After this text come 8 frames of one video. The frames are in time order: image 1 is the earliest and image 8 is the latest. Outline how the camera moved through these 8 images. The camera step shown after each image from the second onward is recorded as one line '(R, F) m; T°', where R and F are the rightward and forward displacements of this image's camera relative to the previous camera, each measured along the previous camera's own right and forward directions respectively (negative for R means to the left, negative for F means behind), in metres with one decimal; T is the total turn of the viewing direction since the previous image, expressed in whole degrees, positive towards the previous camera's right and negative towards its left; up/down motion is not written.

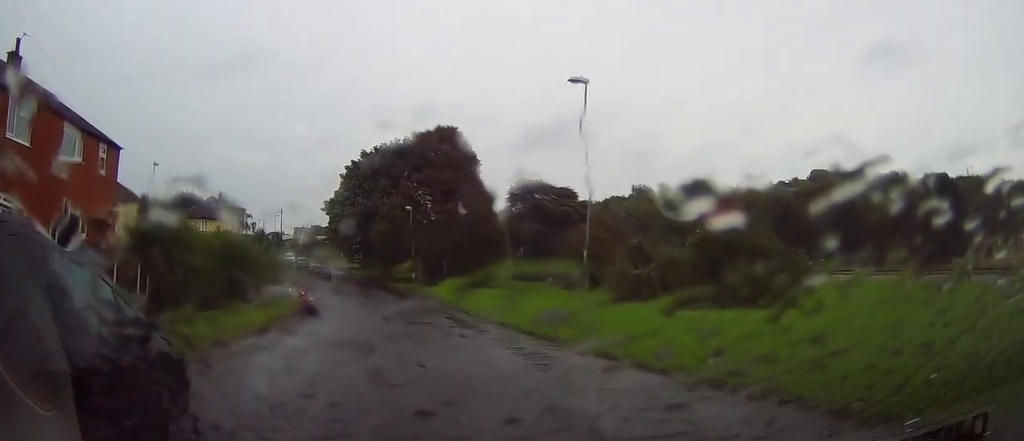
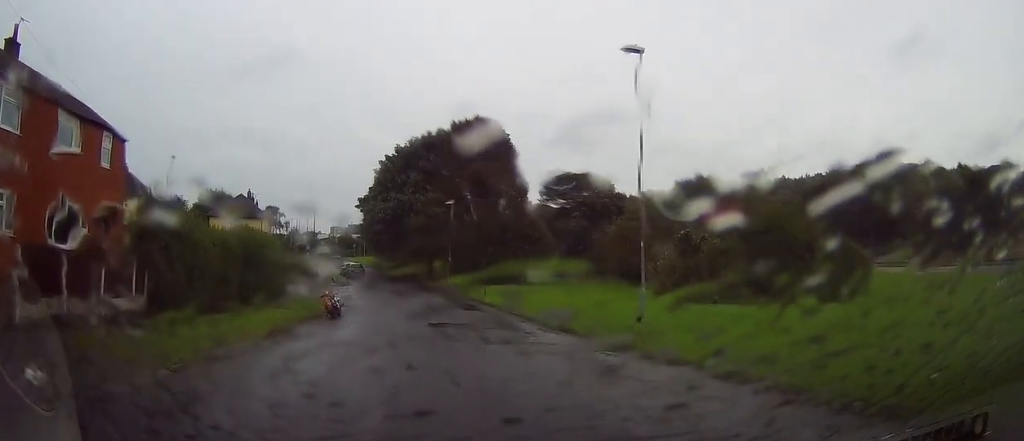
(0.0, +2.0) m; 0°
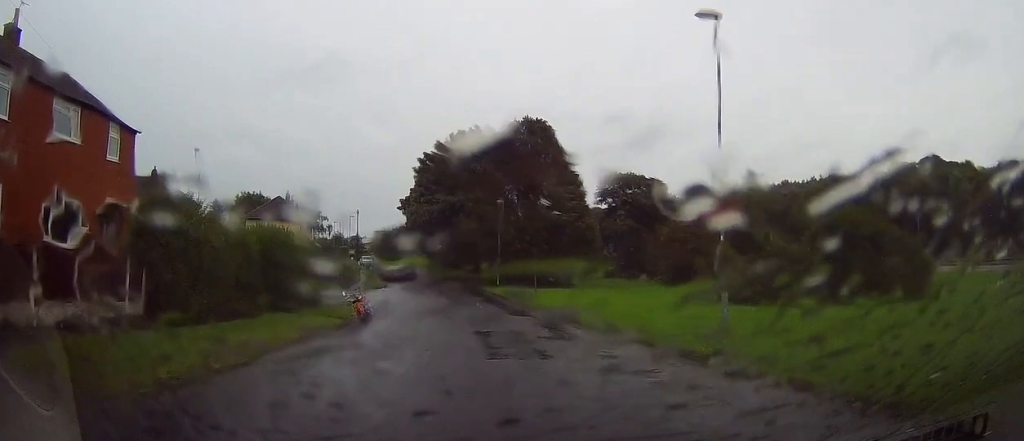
(0.0, +2.2) m; -1°
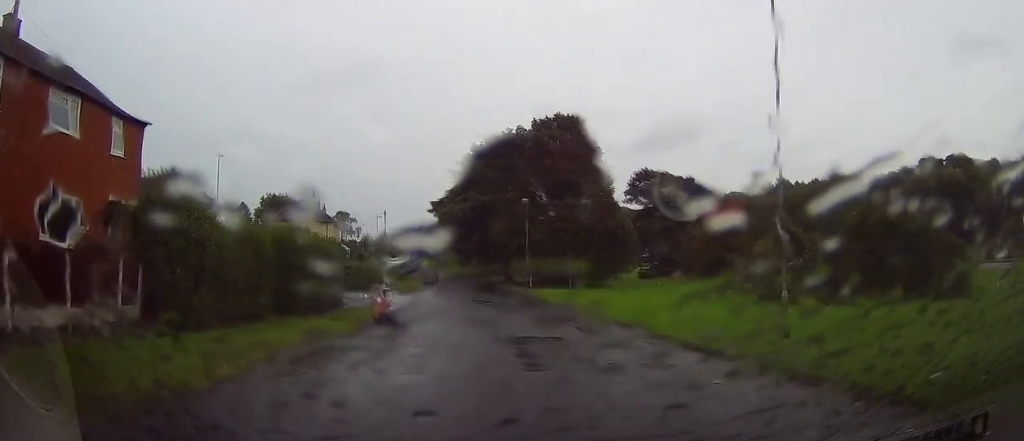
(0.0, +1.5) m; -4°
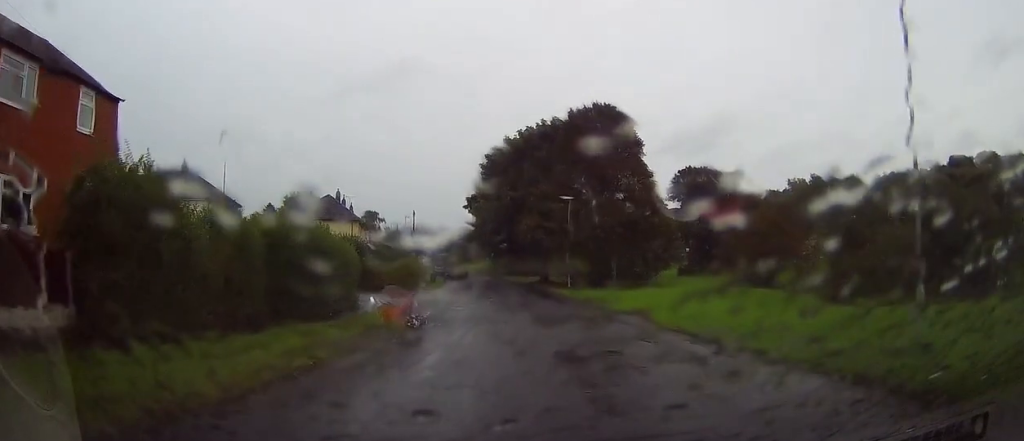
(-0.2, +3.3) m; -7°
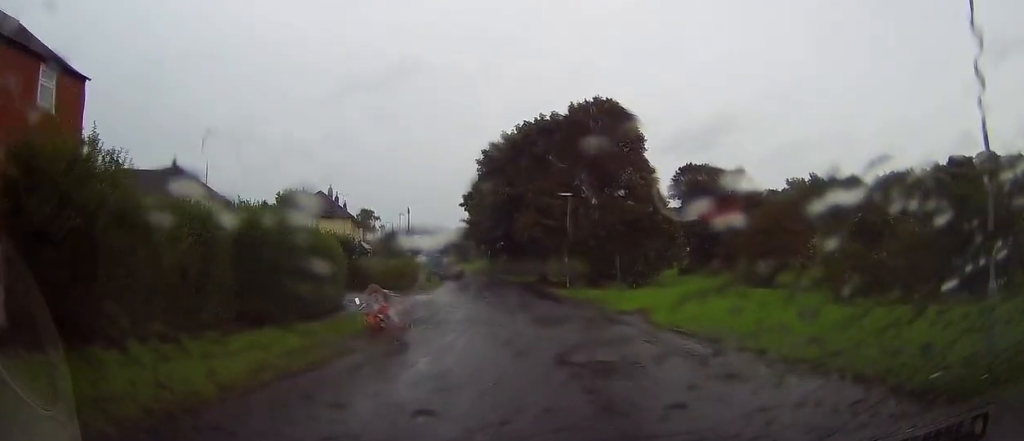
(-0.1, +1.7) m; -2°
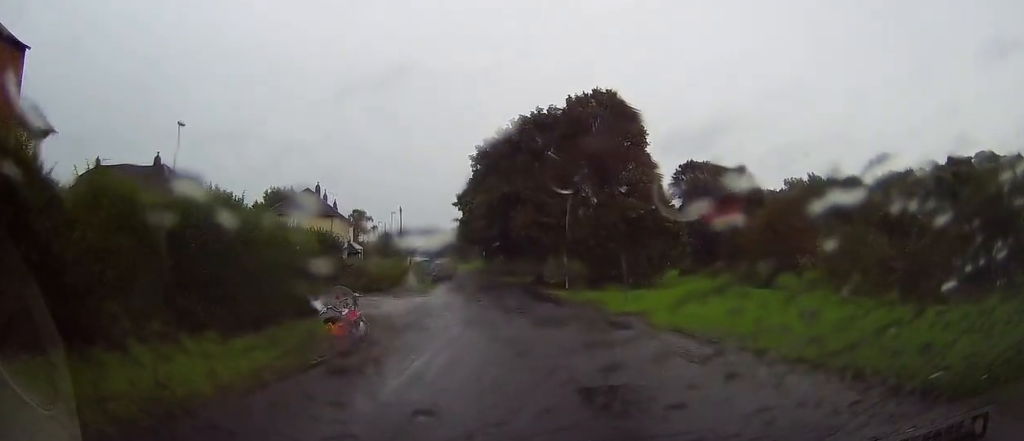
(0.0, +2.7) m; +3°
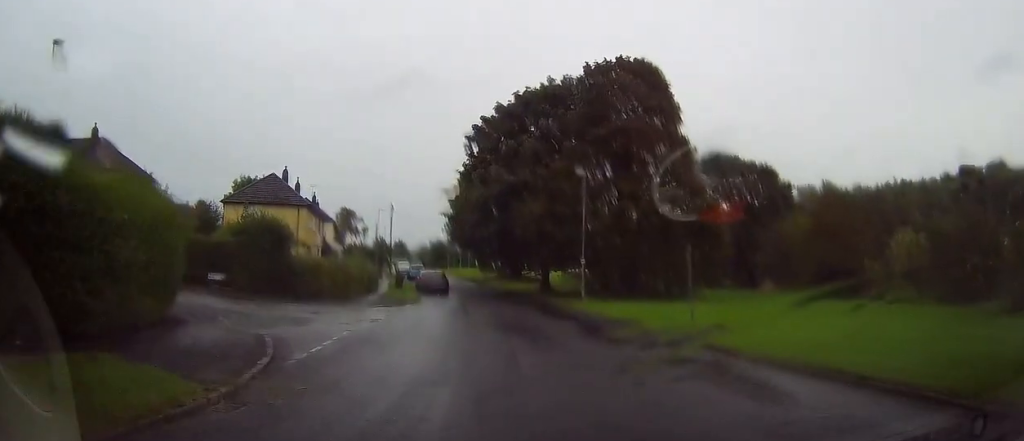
(+0.8, +9.3) m; +3°
